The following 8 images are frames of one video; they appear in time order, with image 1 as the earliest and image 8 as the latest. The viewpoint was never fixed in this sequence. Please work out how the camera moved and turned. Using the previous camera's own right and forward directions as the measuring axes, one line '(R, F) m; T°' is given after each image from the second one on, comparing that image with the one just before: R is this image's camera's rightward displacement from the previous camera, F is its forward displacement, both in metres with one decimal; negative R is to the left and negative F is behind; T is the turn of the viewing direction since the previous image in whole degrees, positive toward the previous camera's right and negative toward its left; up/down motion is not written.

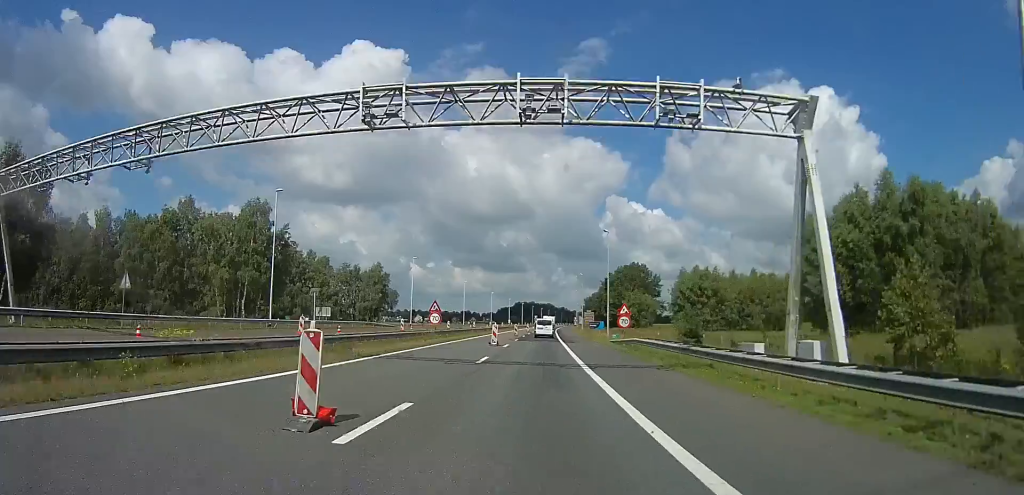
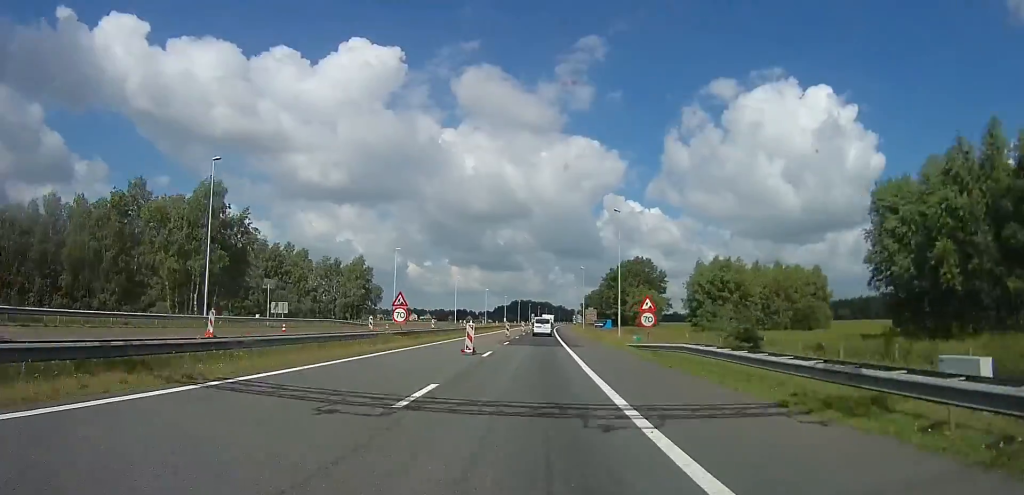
(0.0, +9.4) m; 0°
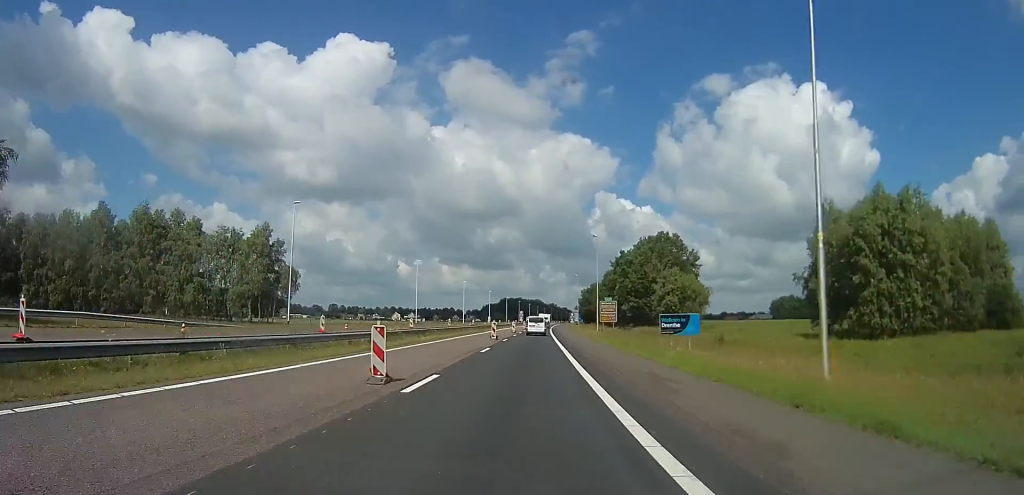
(+1.4, +33.5) m; +4°
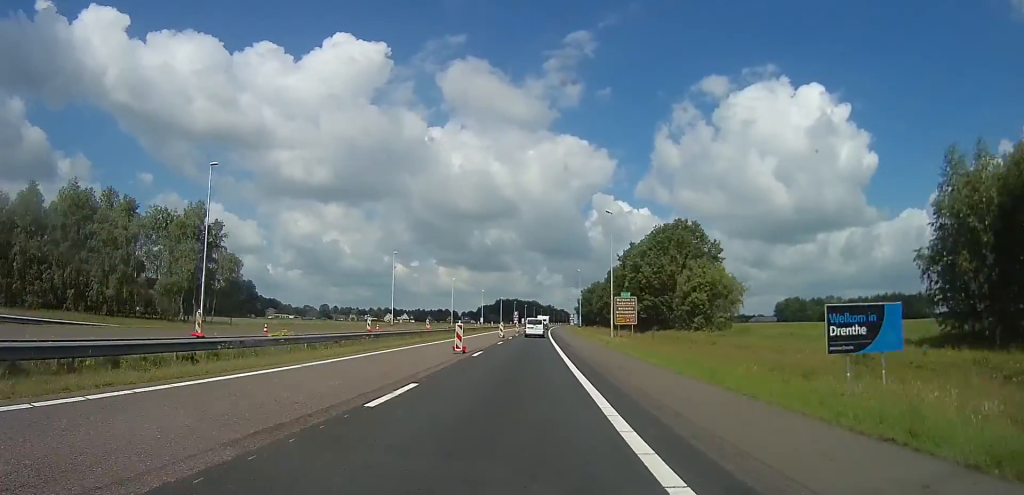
(+0.5, +13.9) m; 0°
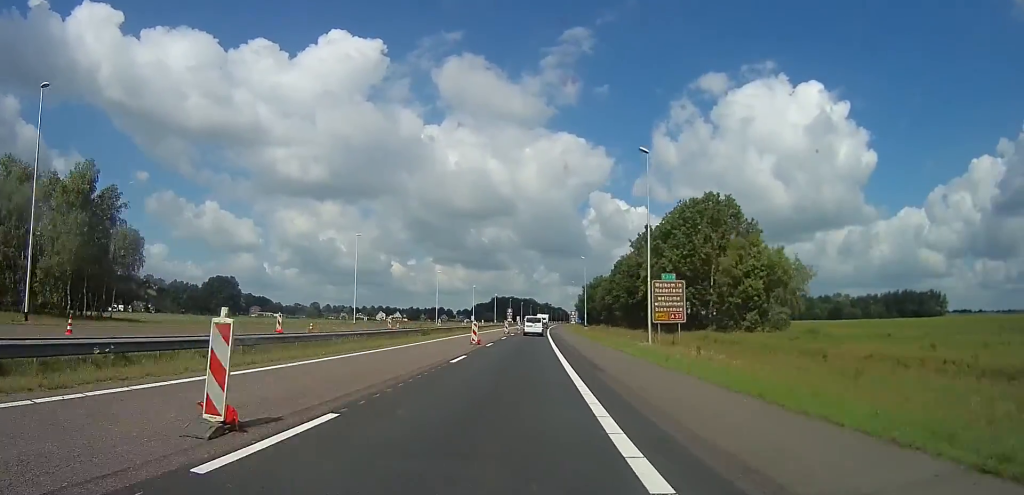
(-1.0, +16.2) m; 0°
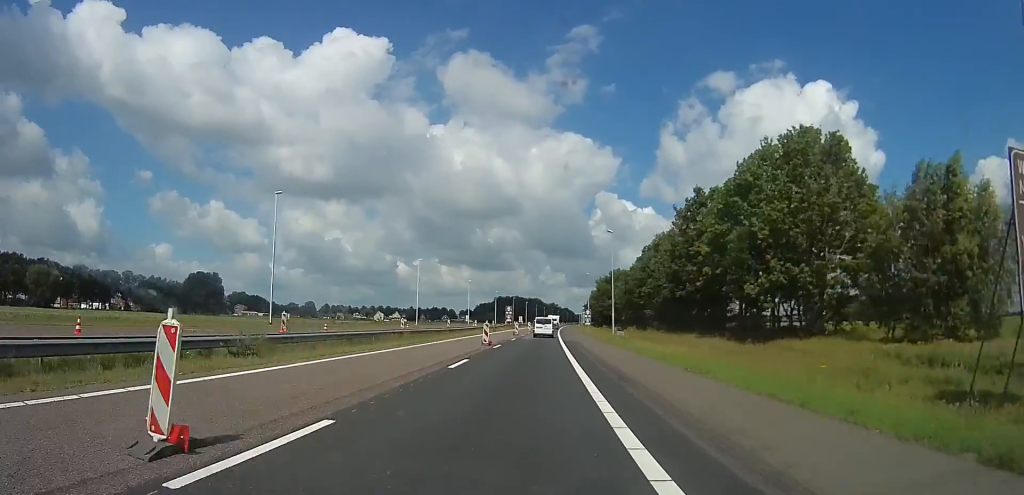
(+1.1, +23.8) m; -1°
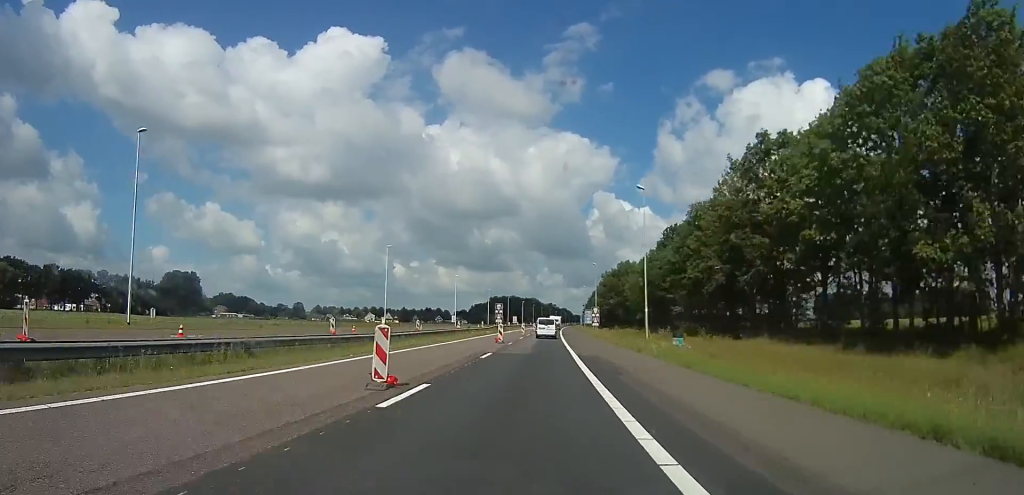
(-1.2, +18.1) m; 0°
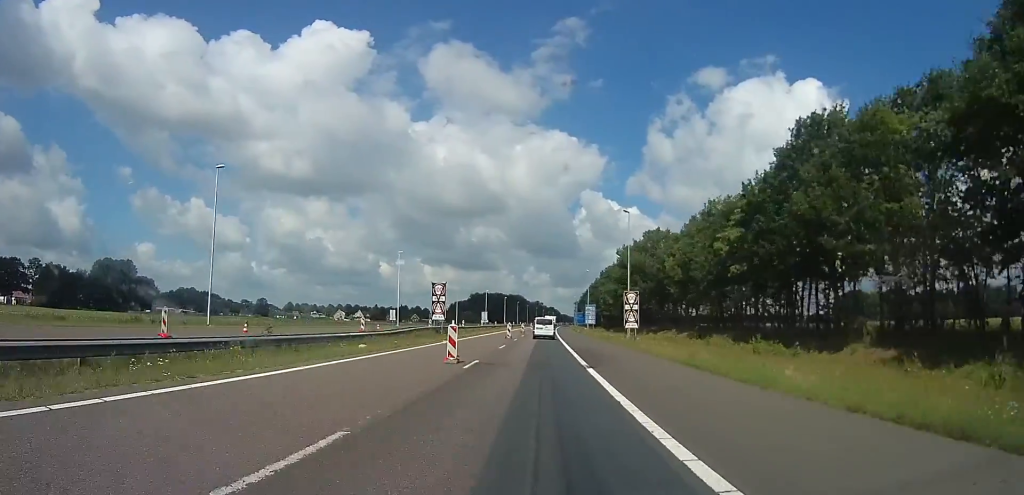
(+0.7, +40.4) m; +1°
